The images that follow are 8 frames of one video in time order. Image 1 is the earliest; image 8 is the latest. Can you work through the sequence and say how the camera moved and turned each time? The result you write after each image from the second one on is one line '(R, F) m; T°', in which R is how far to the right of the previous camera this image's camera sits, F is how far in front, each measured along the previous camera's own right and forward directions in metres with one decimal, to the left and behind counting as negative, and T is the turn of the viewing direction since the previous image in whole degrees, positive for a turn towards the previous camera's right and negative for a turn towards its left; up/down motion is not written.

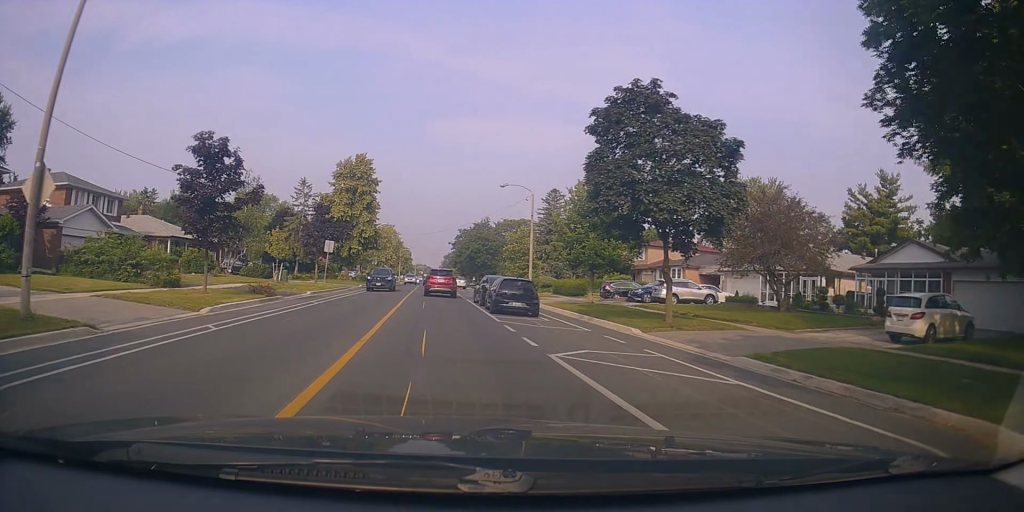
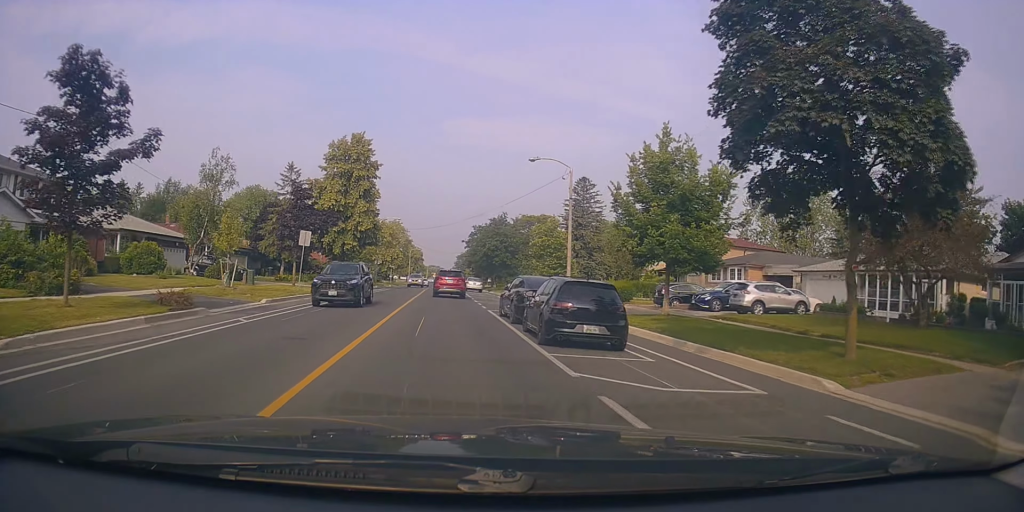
(-0.5, +9.4) m; -3°
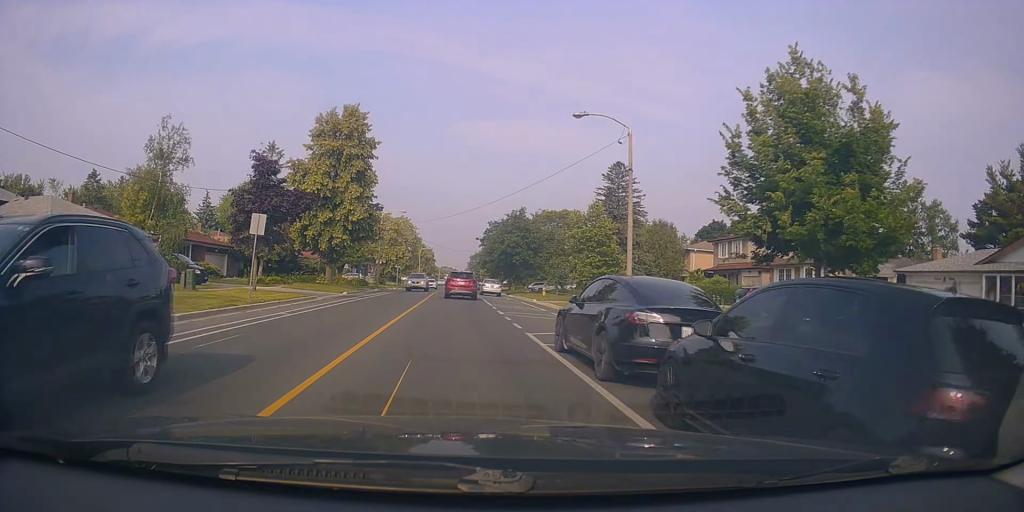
(-0.1, +9.0) m; 0°
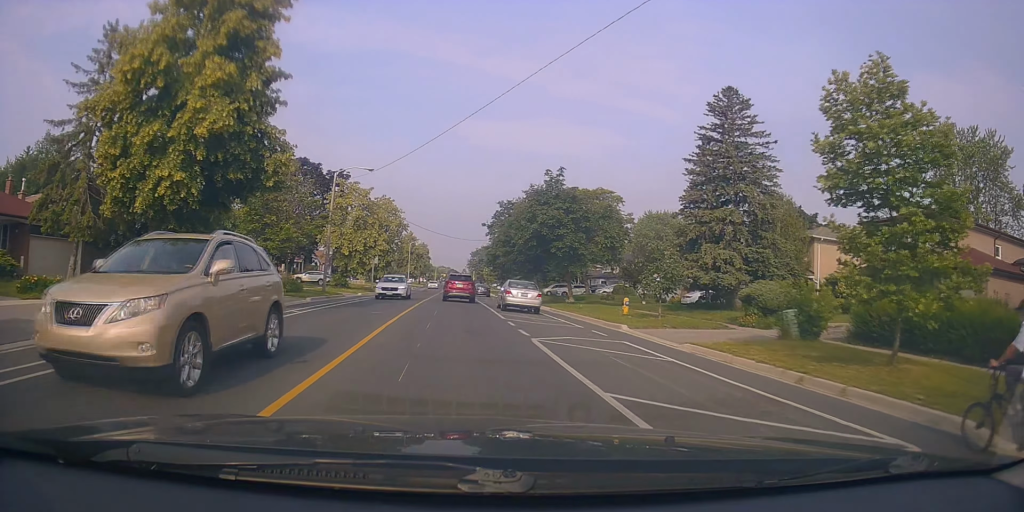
(+0.1, +22.7) m; -1°
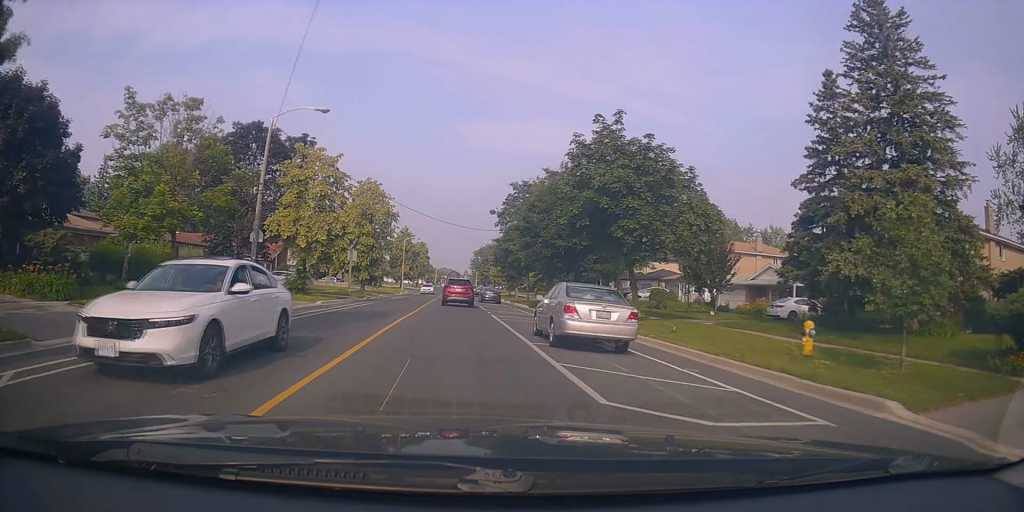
(-0.3, +13.1) m; -2°
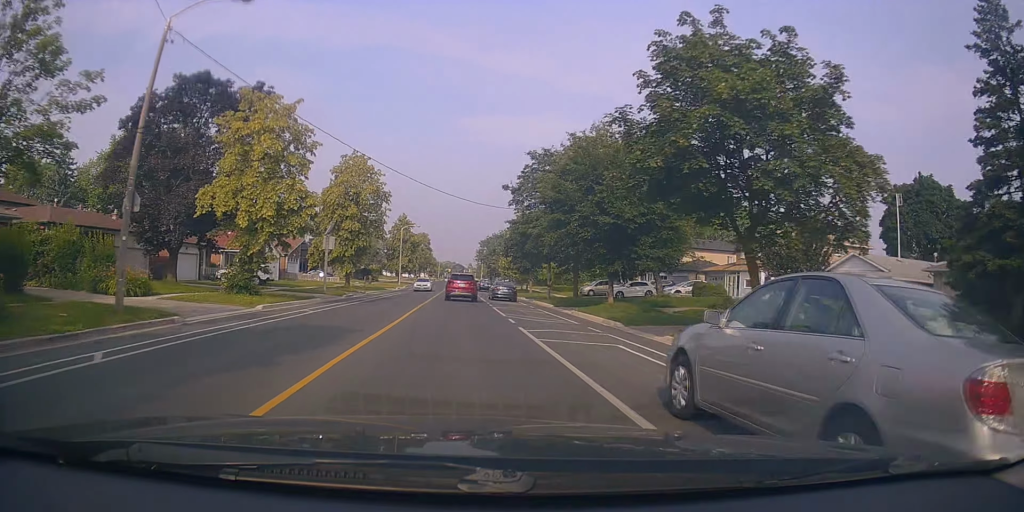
(-0.2, +9.7) m; 0°
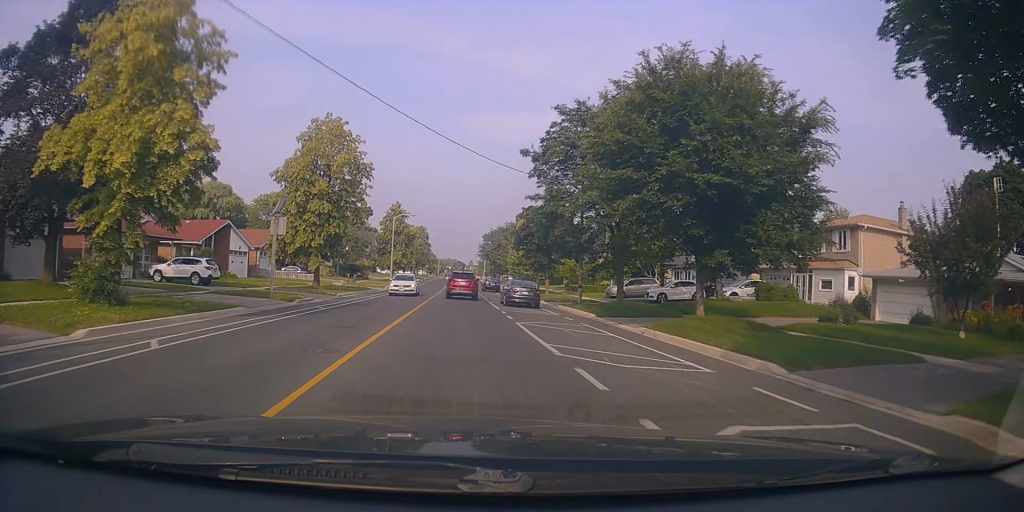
(0.0, +10.7) m; +2°
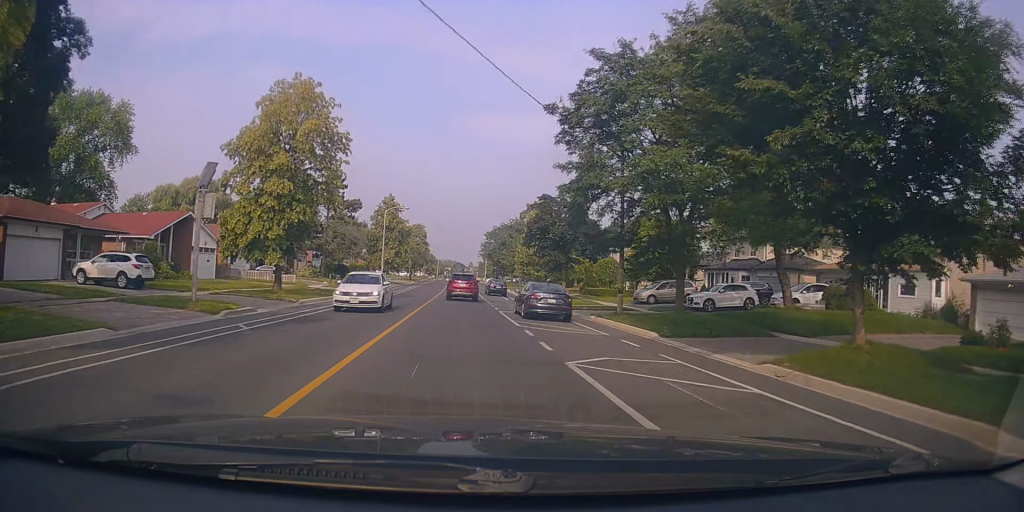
(+0.4, +8.1) m; 0°
